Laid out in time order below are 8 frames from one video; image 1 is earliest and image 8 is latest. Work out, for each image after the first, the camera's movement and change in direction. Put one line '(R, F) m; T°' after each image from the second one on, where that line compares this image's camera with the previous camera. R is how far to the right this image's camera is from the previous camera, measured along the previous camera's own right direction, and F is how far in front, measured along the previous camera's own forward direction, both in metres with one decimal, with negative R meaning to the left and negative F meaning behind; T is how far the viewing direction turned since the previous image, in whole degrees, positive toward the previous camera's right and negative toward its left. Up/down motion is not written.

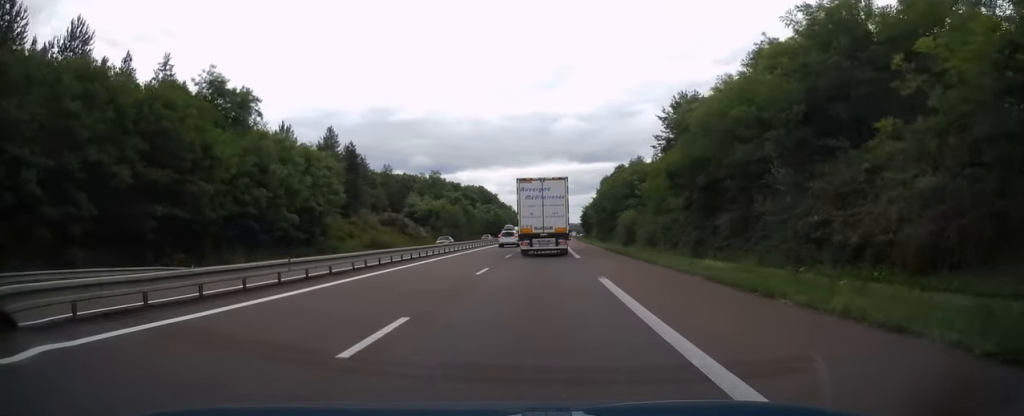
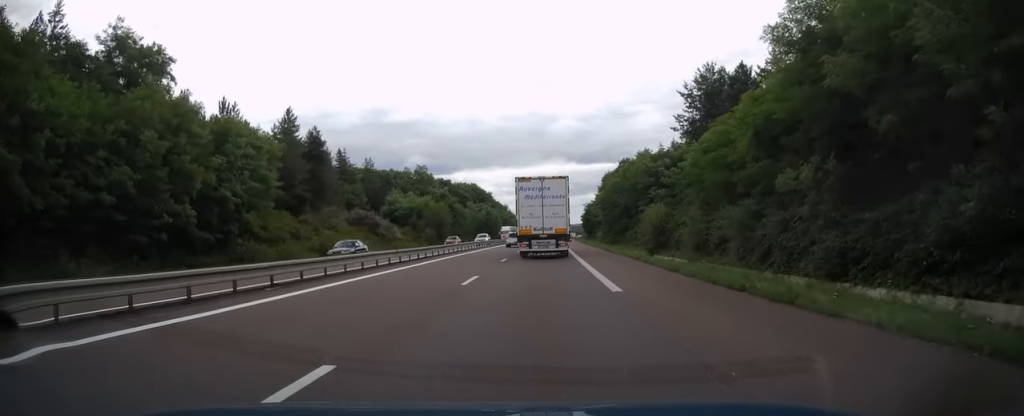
(+0.1, +16.2) m; 0°
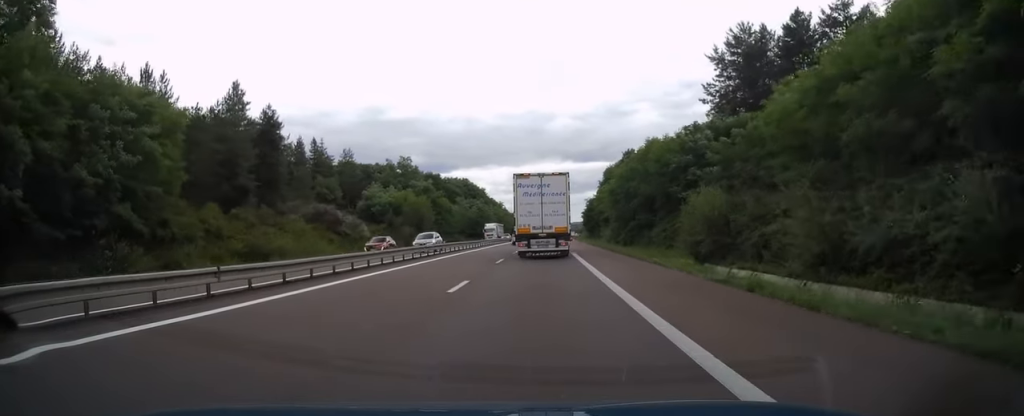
(0.0, +14.9) m; 0°
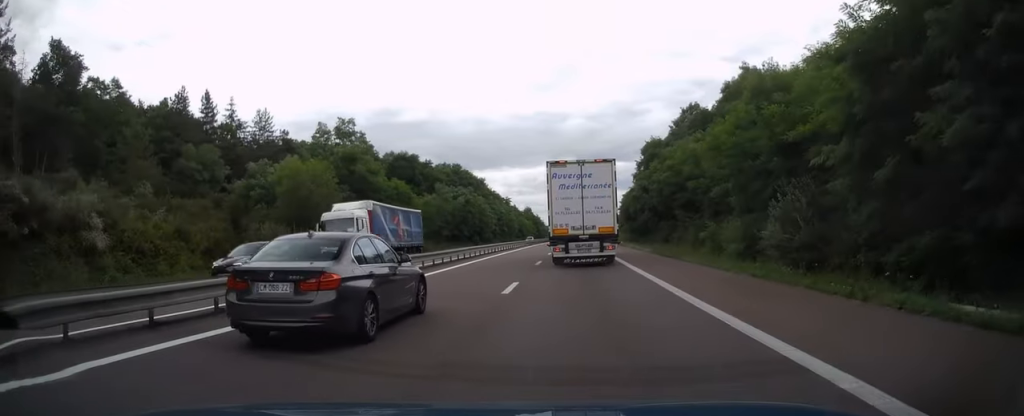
(+0.2, +50.4) m; 0°
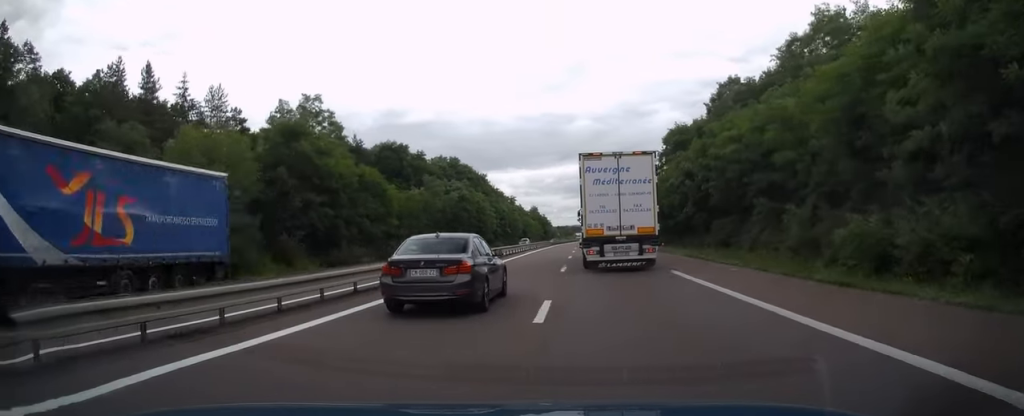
(0.0, +16.8) m; 0°
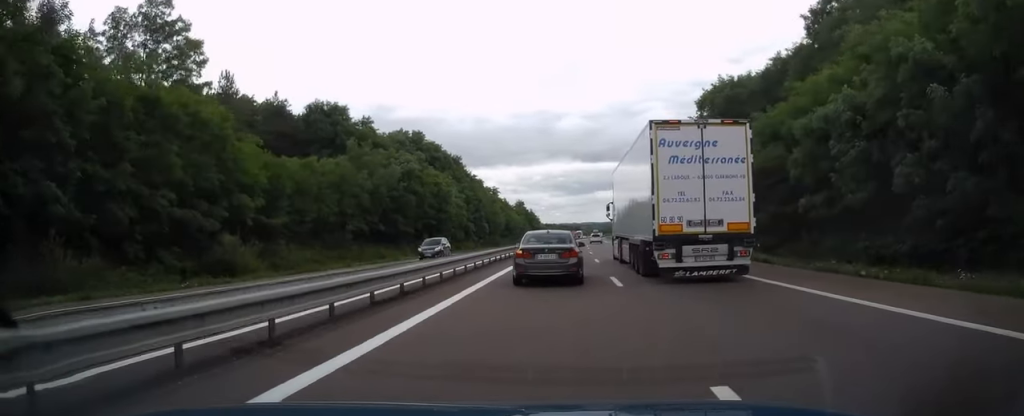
(-0.2, +32.5) m; 0°
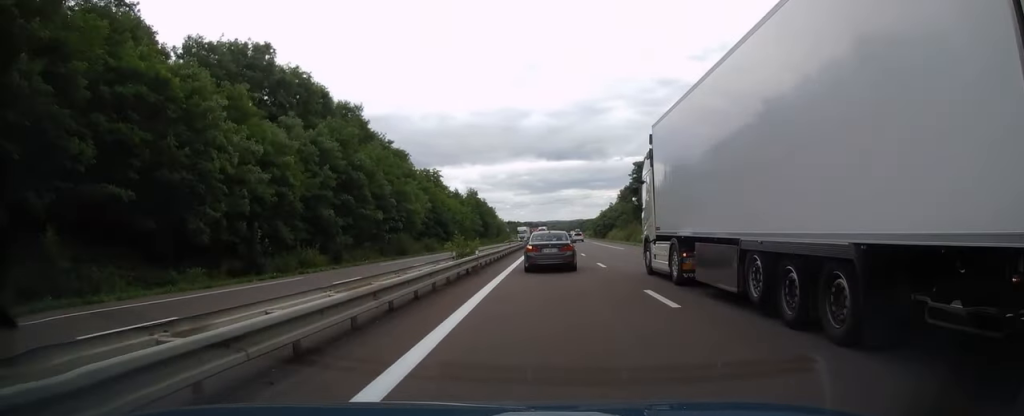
(+0.6, +55.0) m; +2°
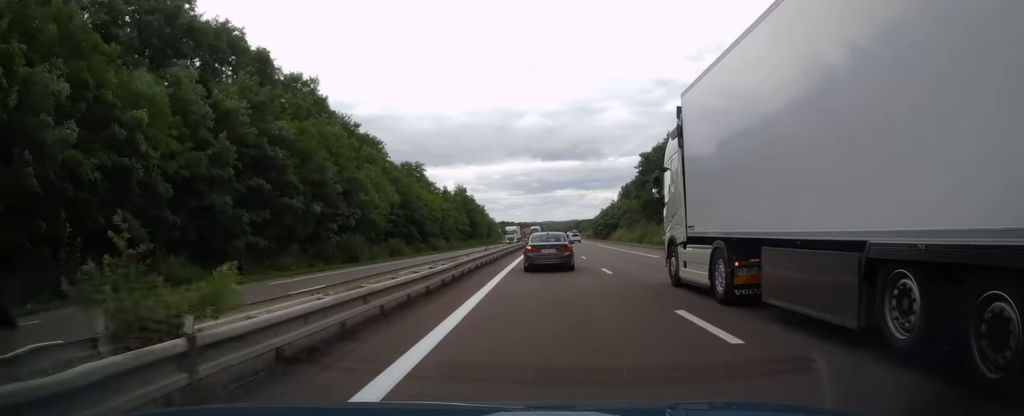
(+0.2, +16.0) m; +1°
